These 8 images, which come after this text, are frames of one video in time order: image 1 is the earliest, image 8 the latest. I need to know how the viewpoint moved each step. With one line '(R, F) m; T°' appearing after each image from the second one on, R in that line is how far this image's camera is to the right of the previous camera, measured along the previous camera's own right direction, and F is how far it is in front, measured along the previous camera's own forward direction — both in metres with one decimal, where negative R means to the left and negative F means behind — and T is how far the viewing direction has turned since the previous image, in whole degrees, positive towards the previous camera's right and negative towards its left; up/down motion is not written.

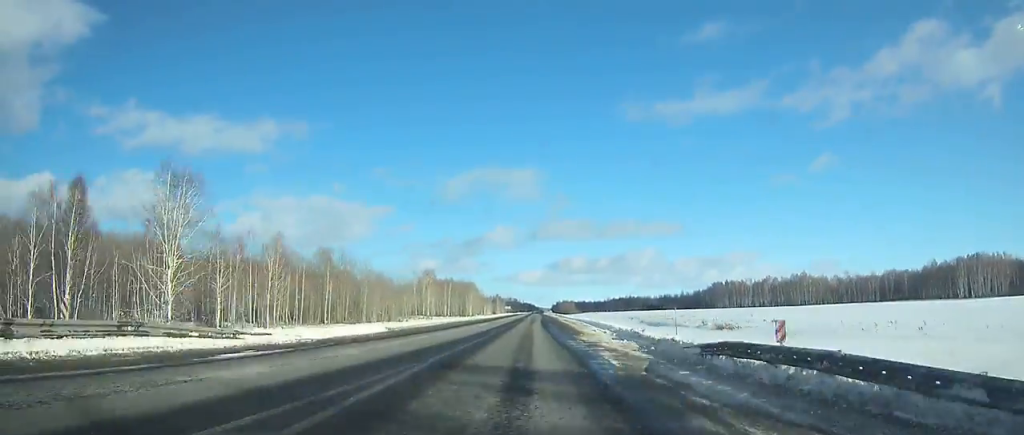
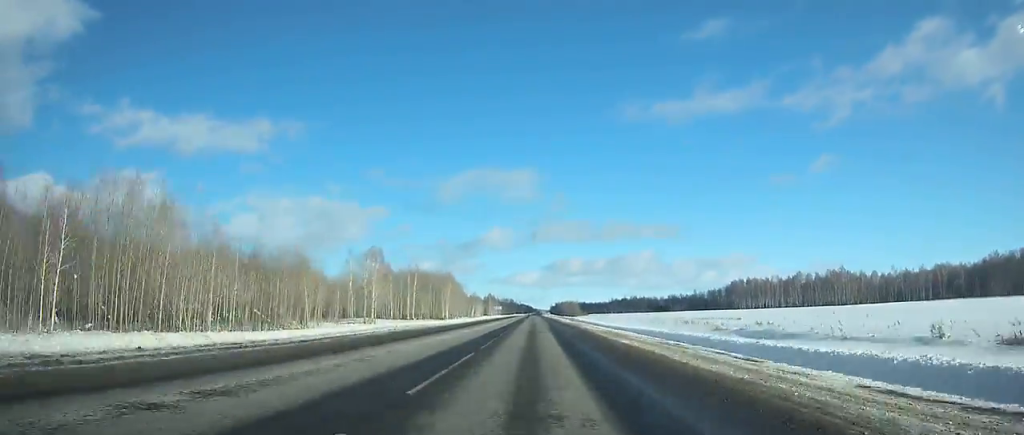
(-0.1, +53.7) m; 0°
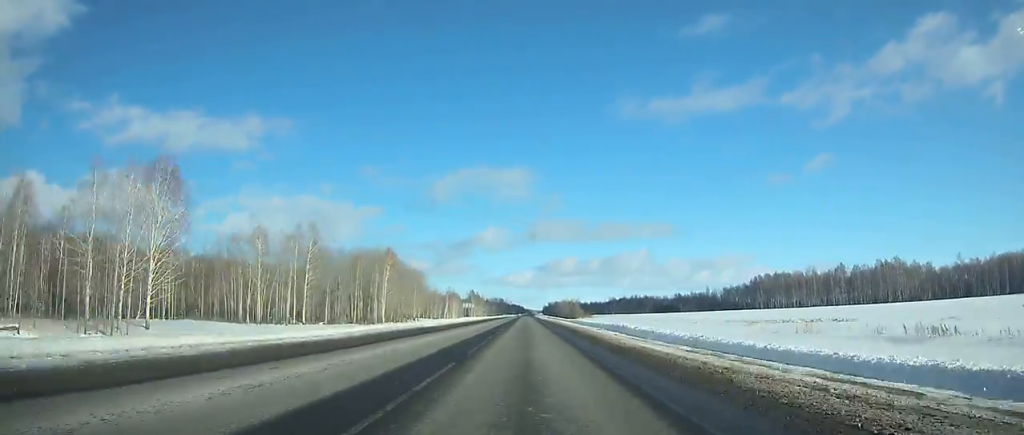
(+0.2, +62.3) m; 0°
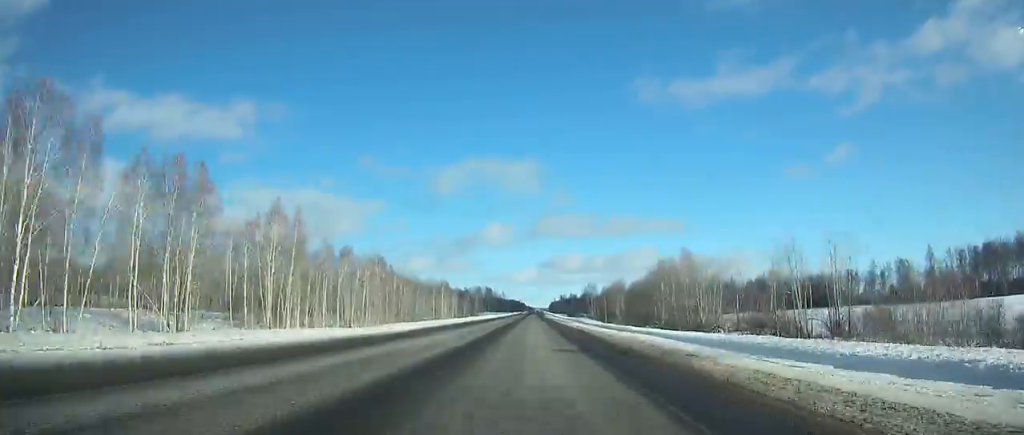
(+0.2, +281.3) m; 0°
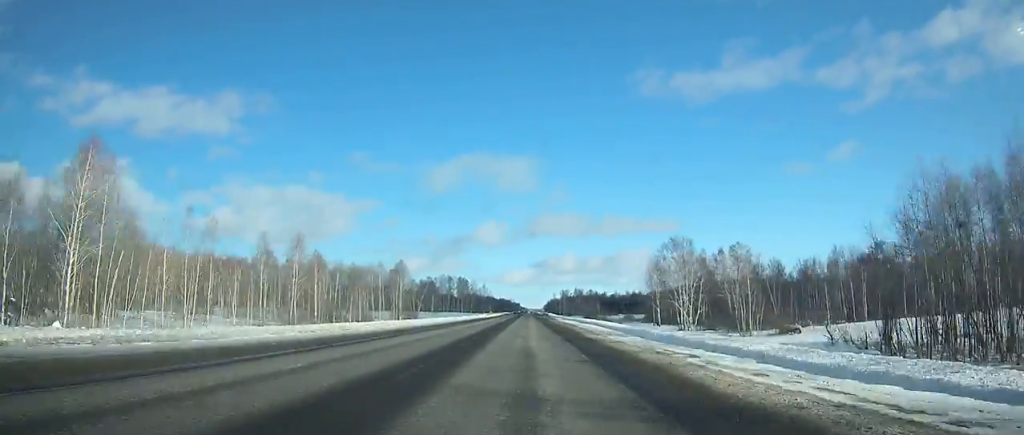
(+0.8, +148.7) m; 0°
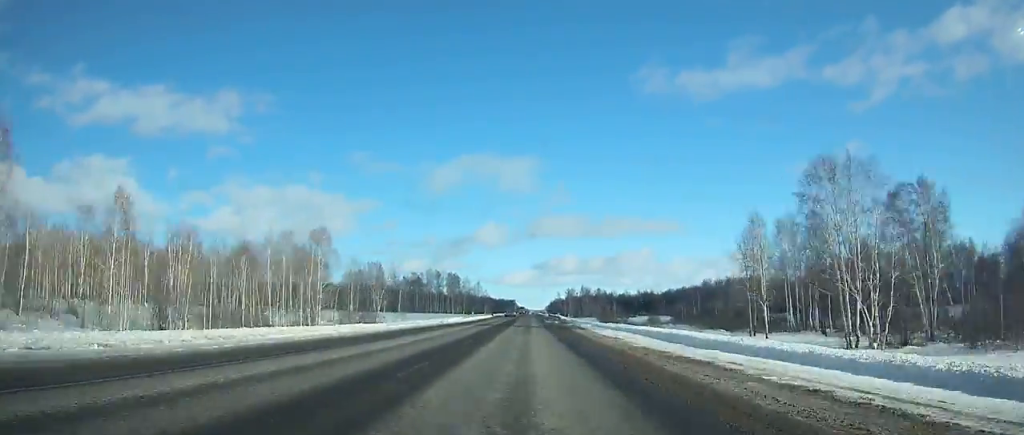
(0.0, +49.2) m; 0°
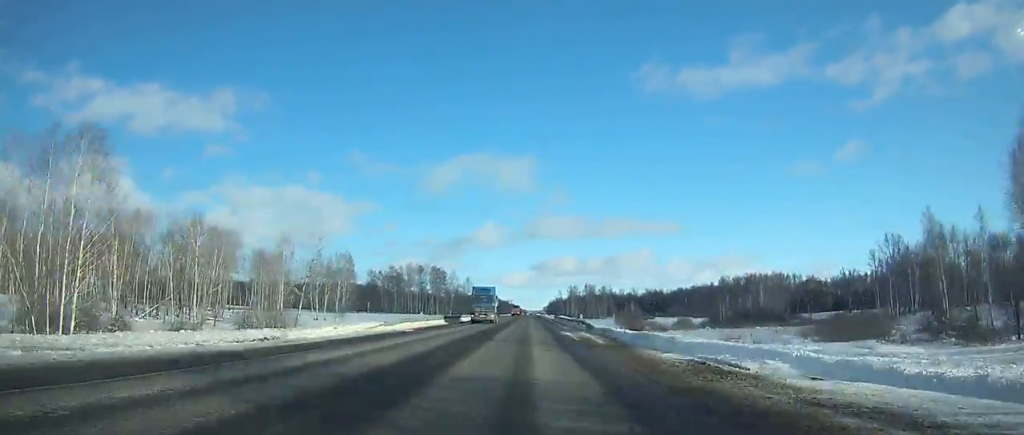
(0.0, +44.1) m; 0°
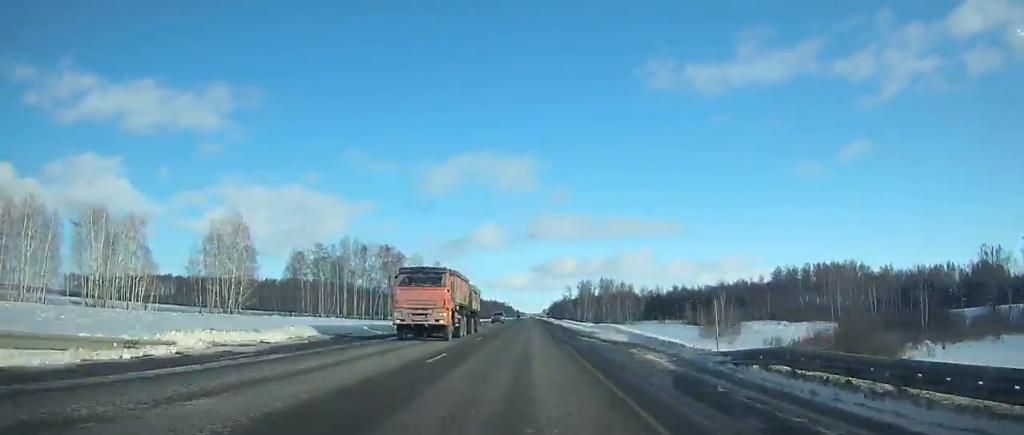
(0.0, +92.3) m; 0°
